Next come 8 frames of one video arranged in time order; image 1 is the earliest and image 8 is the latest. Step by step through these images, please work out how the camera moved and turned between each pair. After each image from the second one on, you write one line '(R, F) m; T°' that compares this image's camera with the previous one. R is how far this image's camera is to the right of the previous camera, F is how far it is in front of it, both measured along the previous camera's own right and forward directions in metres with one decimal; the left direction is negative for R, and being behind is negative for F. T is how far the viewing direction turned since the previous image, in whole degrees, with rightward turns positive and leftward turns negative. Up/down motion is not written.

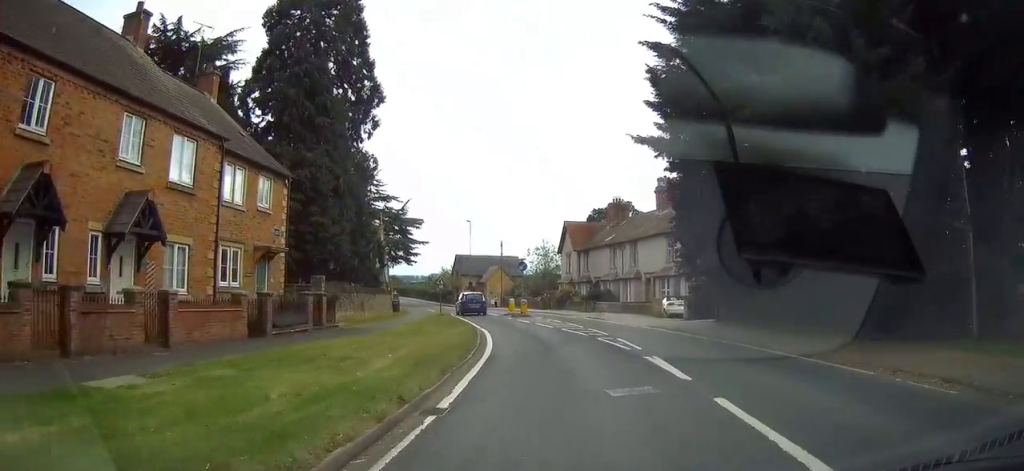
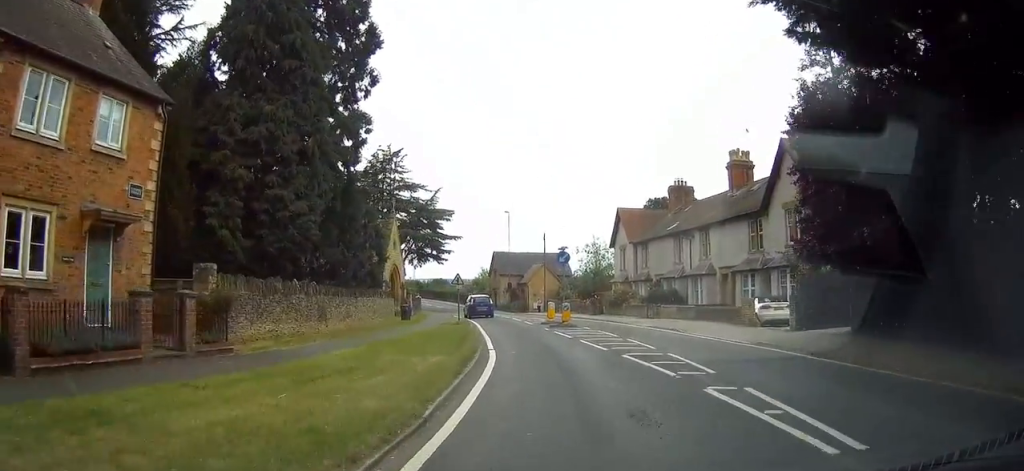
(-0.2, +11.4) m; -4°
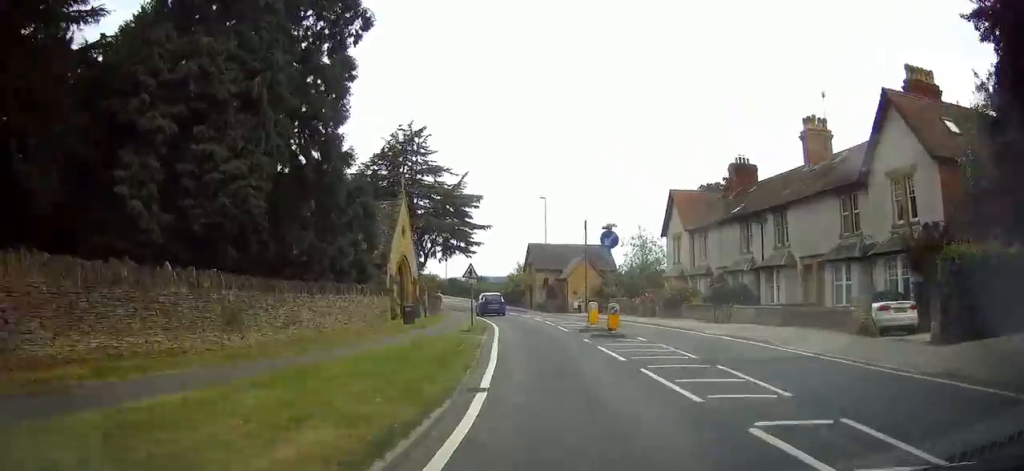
(-0.3, +8.7) m; -3°
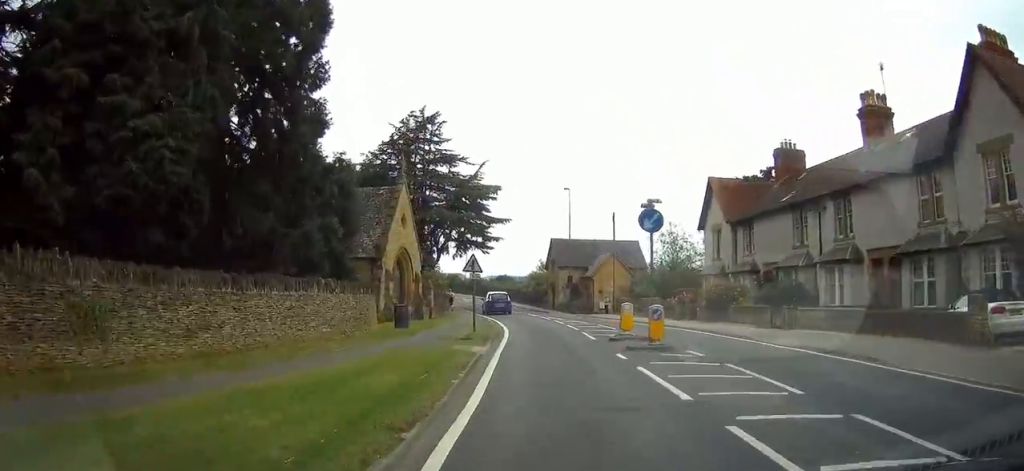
(-0.2, +5.7) m; -2°
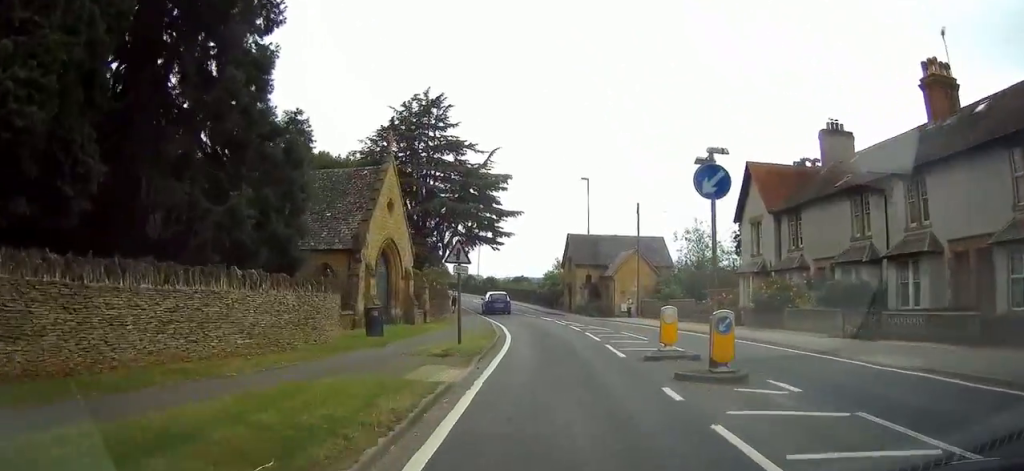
(-0.1, +5.8) m; -1°
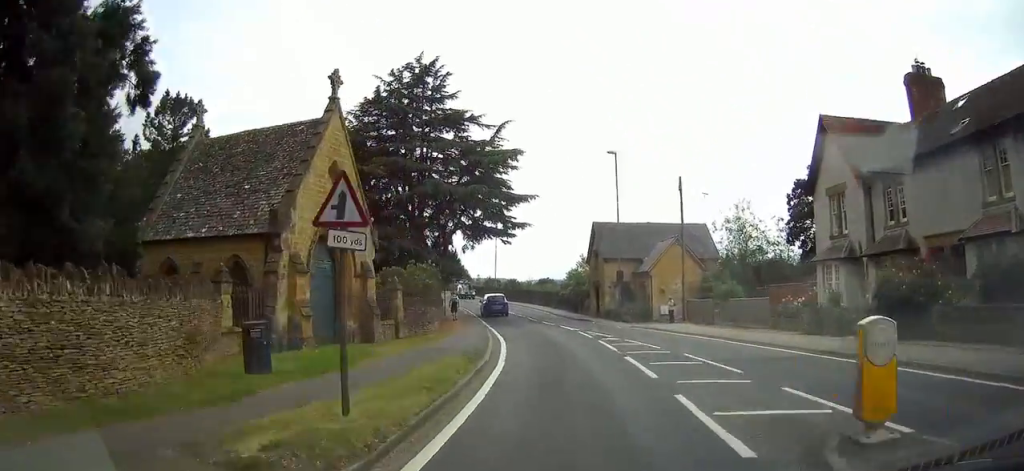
(0.0, +9.4) m; -2°
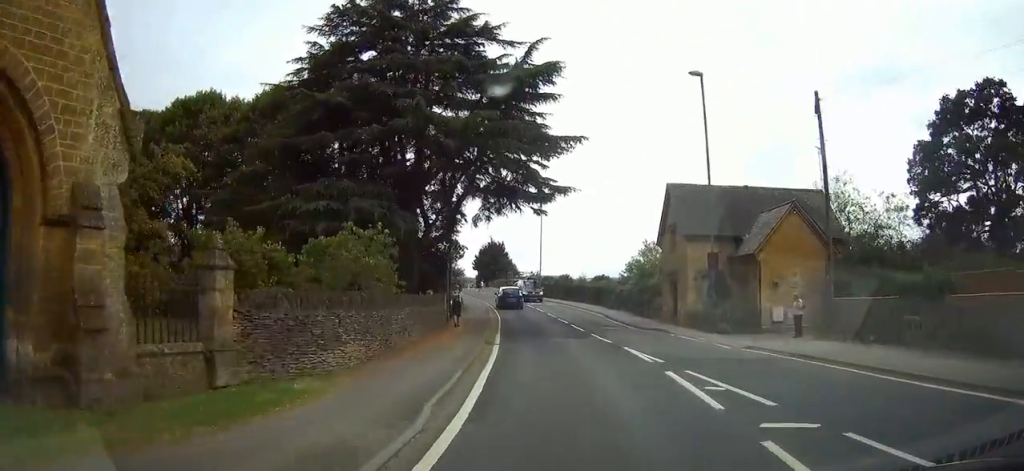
(-0.6, +15.1) m; -5°
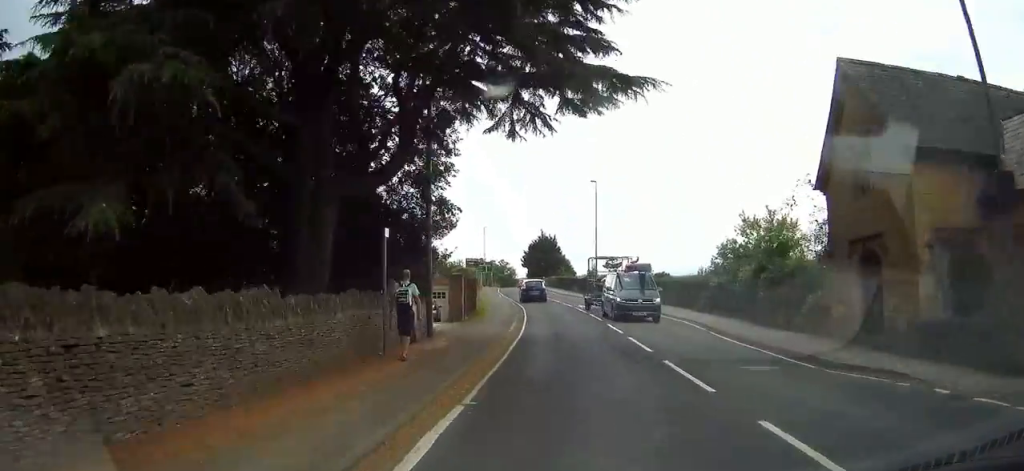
(-0.9, +17.1) m; -5°
